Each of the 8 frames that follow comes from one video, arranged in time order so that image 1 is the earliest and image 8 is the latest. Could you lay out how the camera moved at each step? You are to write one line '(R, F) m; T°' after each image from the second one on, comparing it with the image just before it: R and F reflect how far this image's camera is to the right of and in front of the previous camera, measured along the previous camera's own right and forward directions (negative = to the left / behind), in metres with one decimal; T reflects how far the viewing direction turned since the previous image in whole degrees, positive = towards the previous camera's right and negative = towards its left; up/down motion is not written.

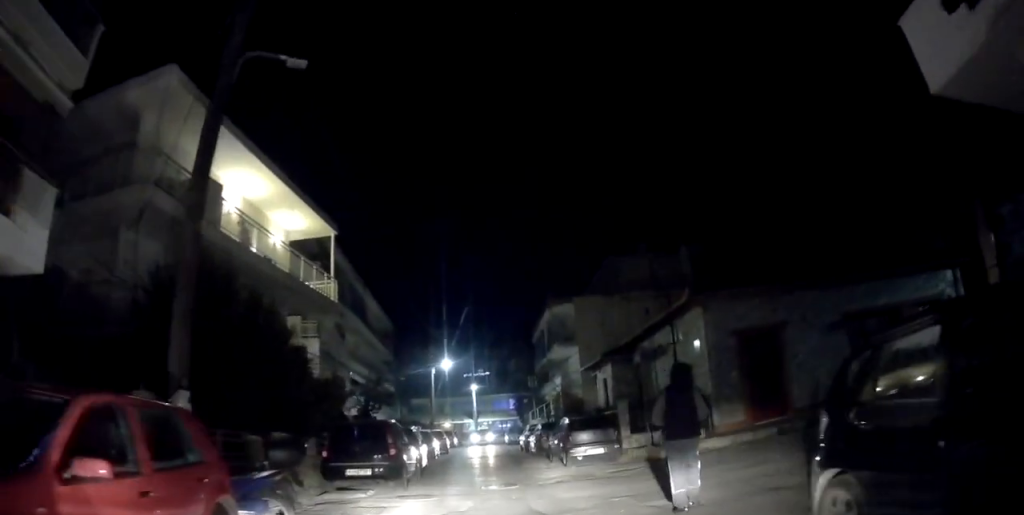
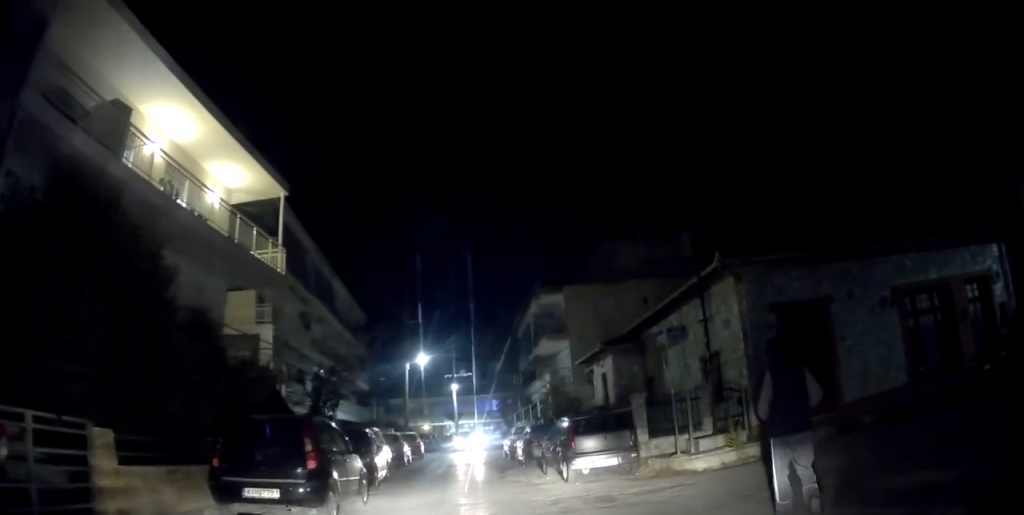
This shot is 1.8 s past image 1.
(+0.3, +2.9) m; +4°
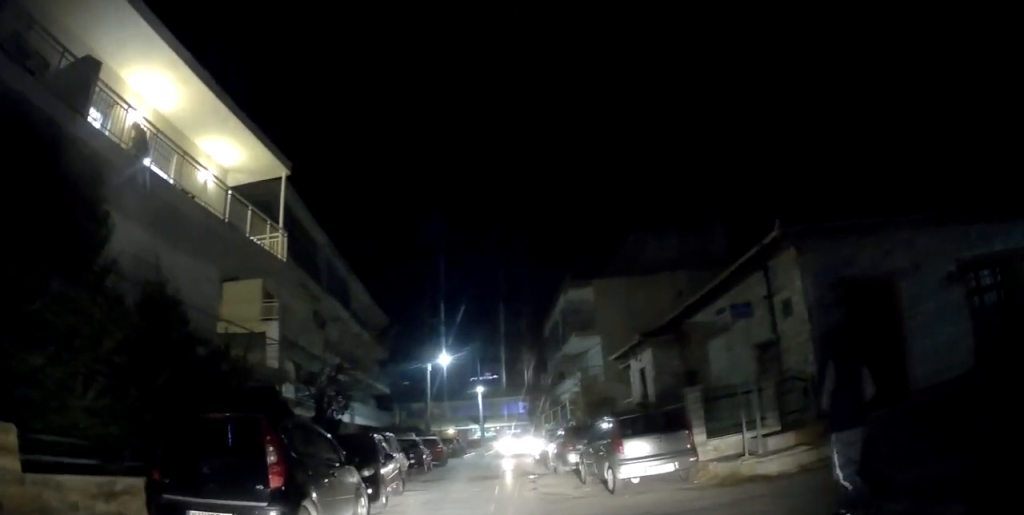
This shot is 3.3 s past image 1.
(-0.4, +2.2) m; -3°
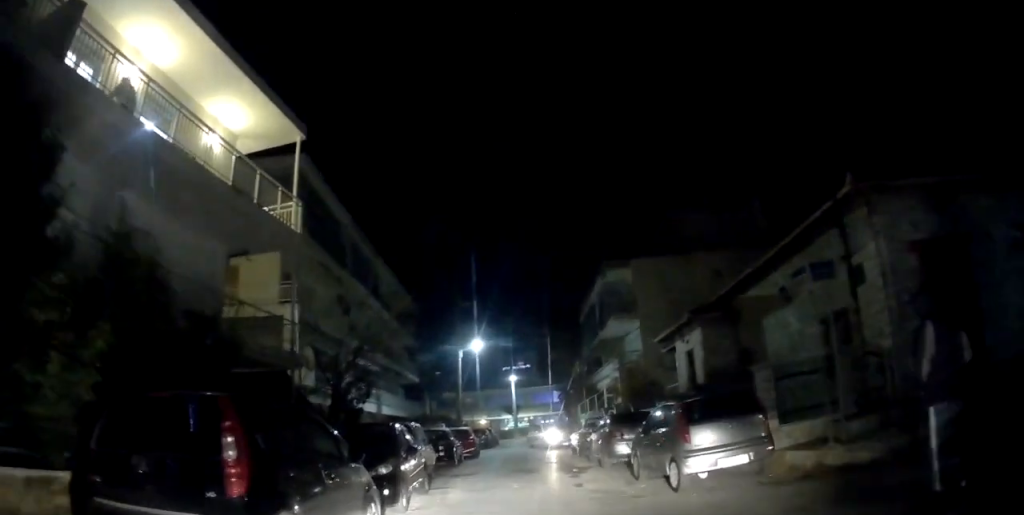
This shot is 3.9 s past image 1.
(+0.2, +1.8) m; 0°
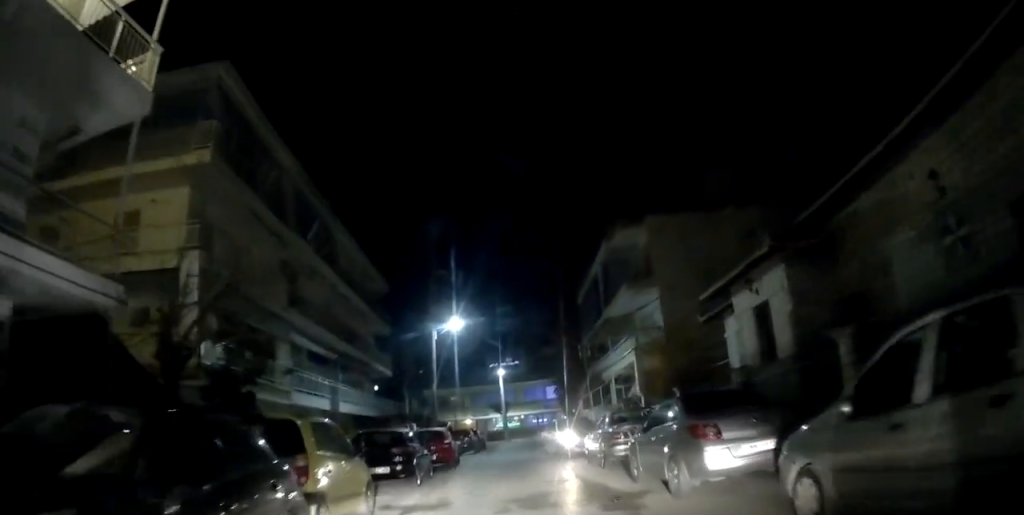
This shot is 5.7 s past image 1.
(-0.8, +7.5) m; -6°
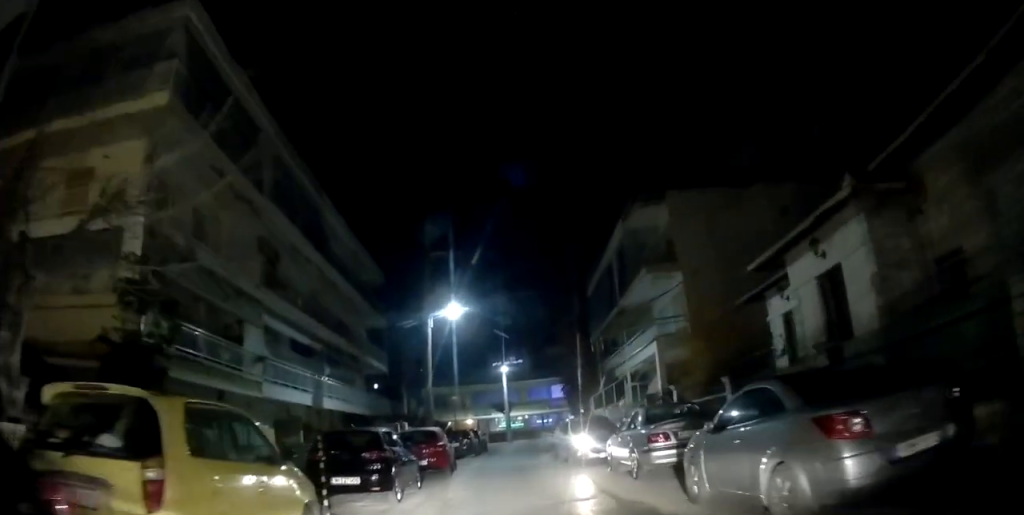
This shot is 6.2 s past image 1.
(0.0, +3.0) m; +2°
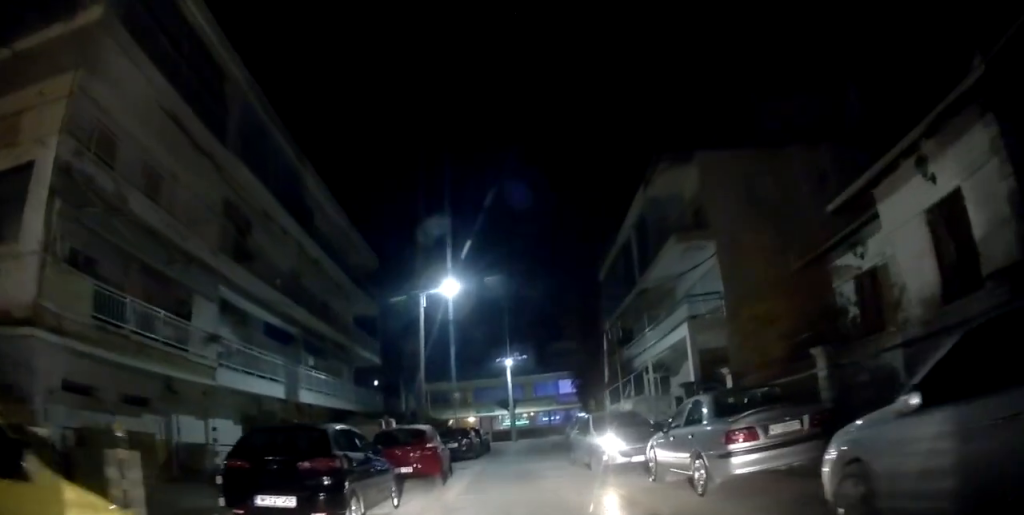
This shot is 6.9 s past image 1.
(+0.2, +3.5) m; +3°
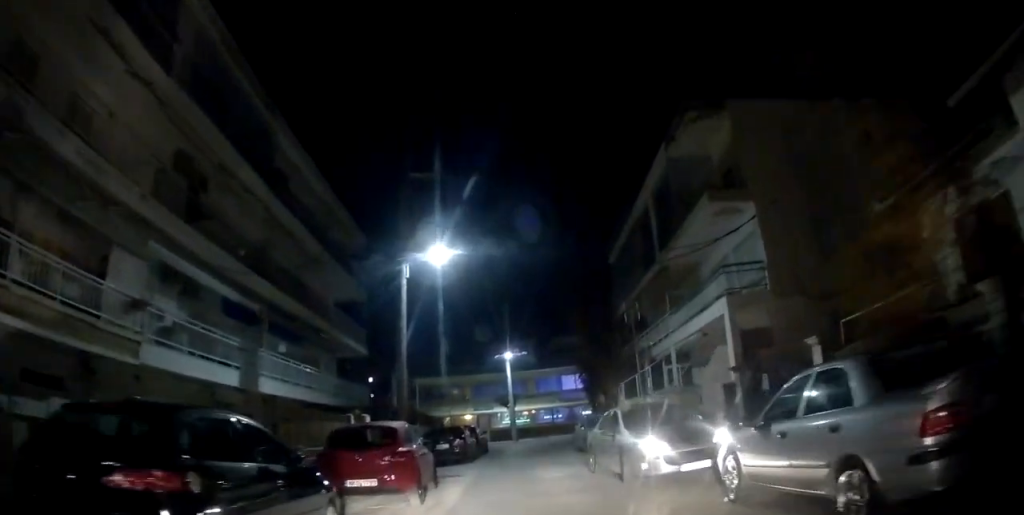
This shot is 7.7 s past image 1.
(0.0, +3.5) m; -1°
